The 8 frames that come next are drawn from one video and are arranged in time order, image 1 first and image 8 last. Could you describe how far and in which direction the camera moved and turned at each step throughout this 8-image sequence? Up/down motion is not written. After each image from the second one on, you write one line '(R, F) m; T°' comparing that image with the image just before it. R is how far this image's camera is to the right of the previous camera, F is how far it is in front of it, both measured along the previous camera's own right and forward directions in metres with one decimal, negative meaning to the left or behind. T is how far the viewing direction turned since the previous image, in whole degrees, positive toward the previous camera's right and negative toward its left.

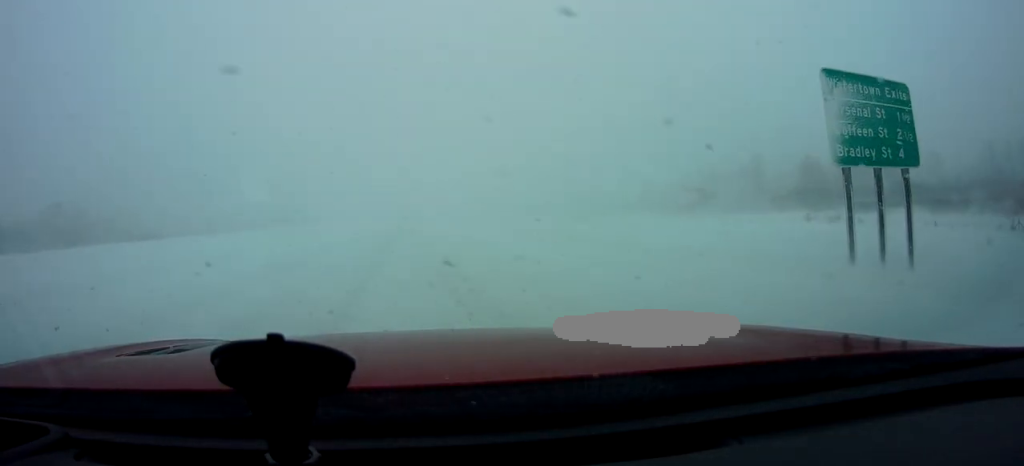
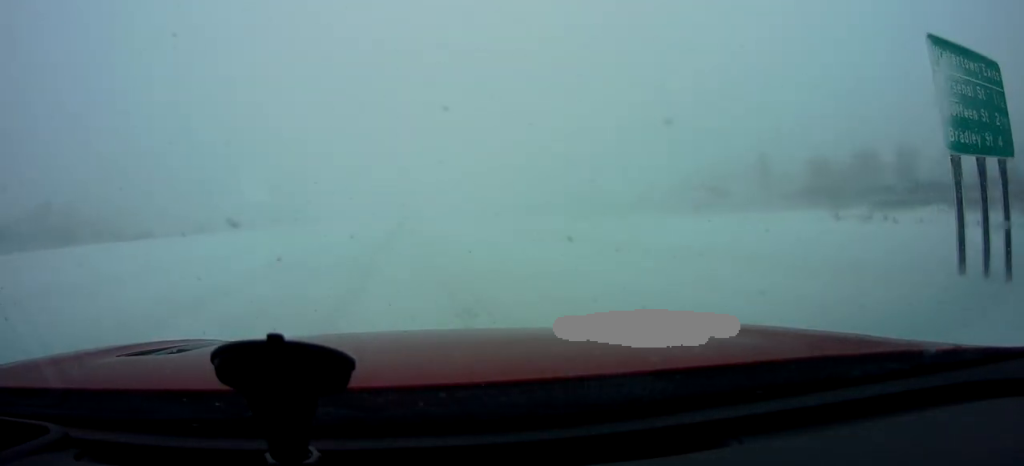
(+0.1, +4.6) m; +1°
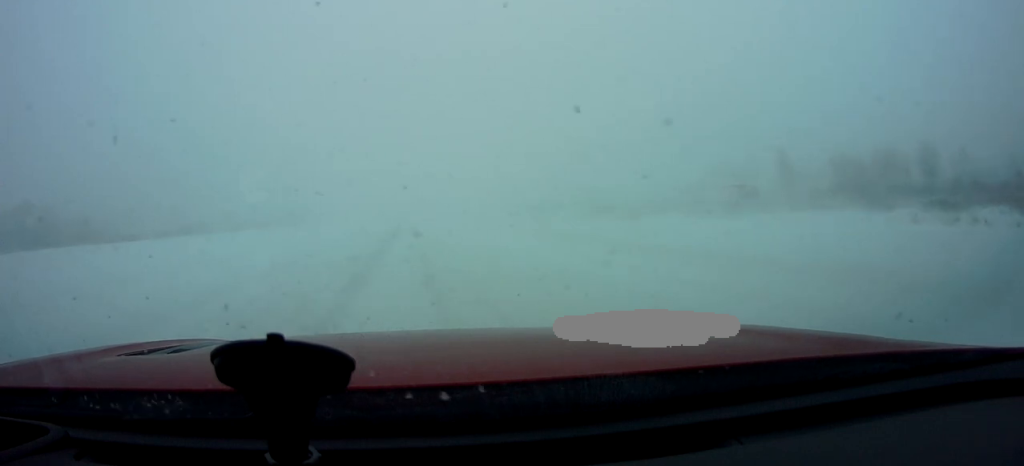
(+0.3, +10.2) m; +2°
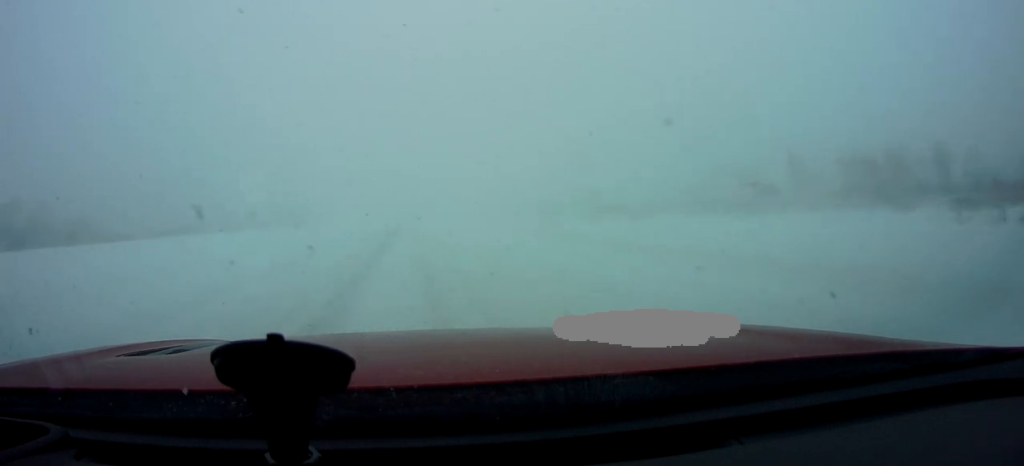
(+0.2, +4.9) m; 0°
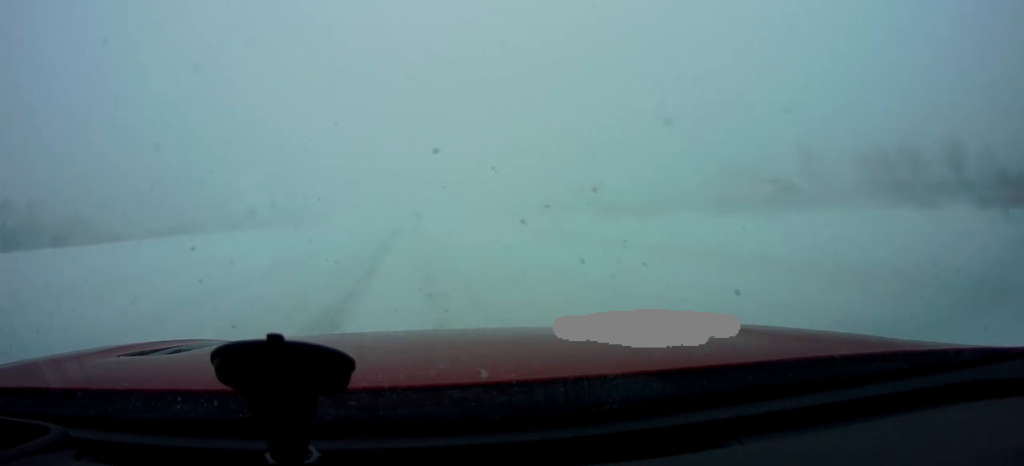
(0.0, +4.5) m; 0°
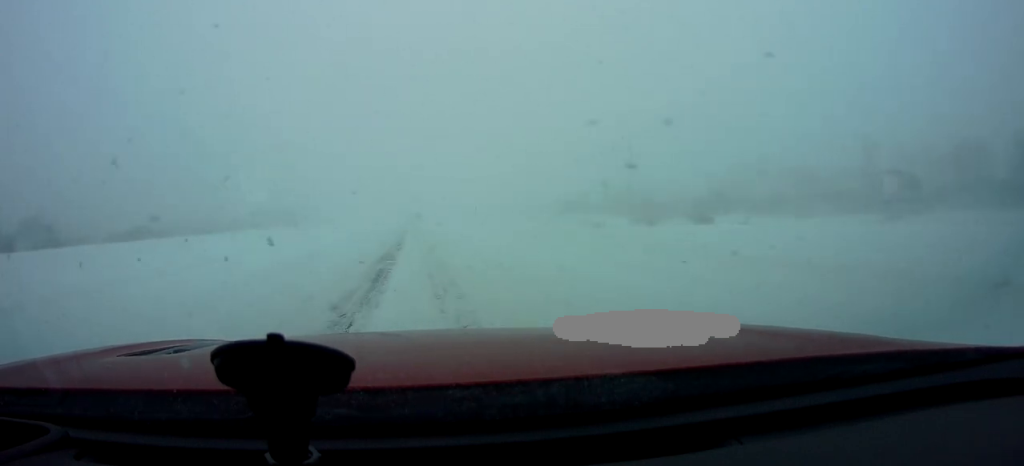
(-0.6, +24.5) m; -3°
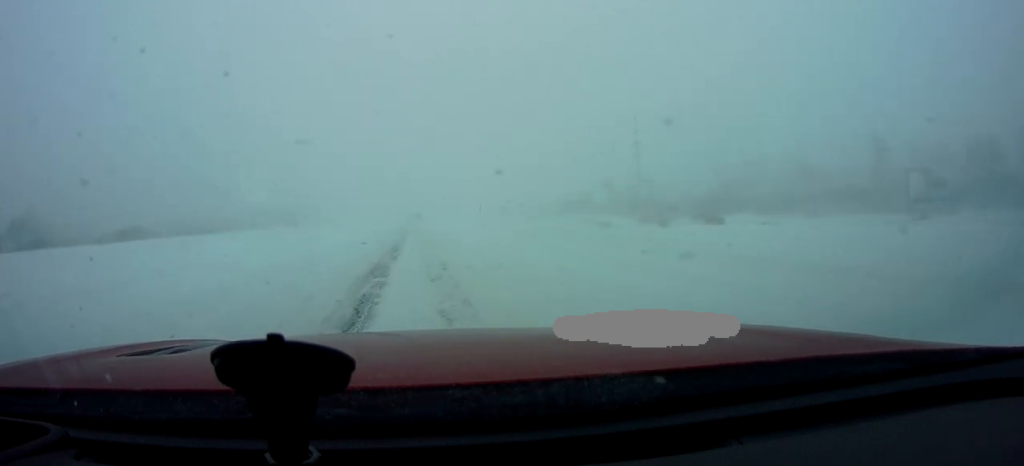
(0.0, +4.1) m; 0°
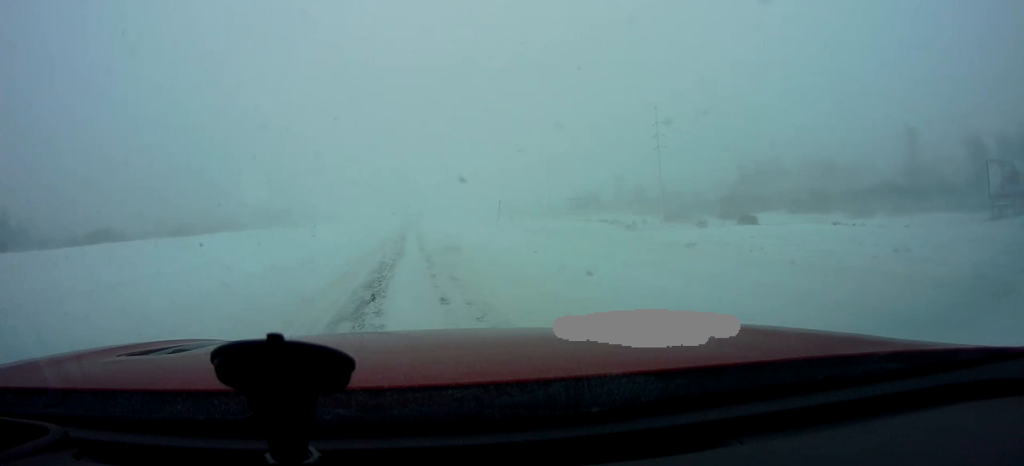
(-0.1, +11.1) m; +2°
